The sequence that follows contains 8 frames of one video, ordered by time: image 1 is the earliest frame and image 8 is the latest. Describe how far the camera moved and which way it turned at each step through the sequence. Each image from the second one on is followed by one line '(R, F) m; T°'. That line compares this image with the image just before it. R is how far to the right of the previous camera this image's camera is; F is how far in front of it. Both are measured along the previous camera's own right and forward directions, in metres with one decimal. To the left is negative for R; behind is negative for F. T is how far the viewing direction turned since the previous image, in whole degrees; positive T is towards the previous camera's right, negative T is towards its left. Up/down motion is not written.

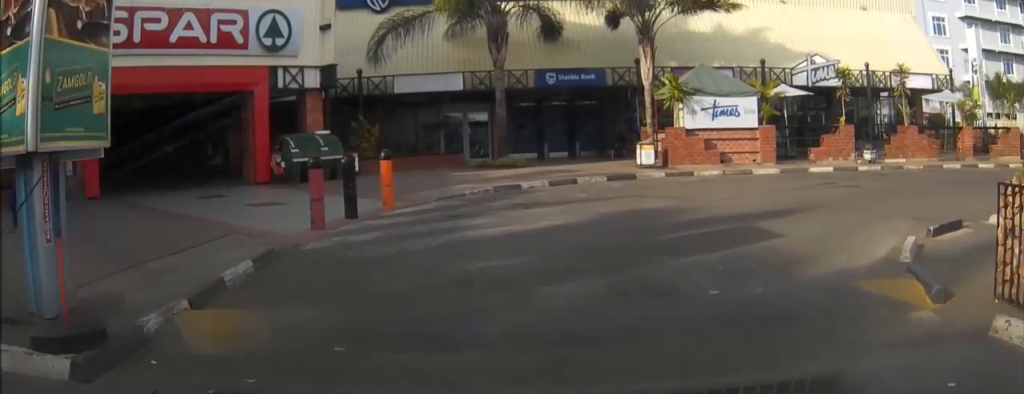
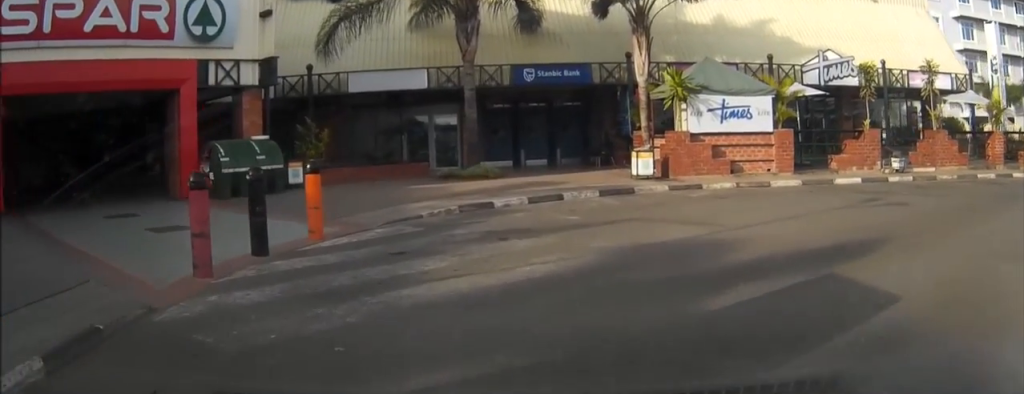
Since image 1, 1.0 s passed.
(0.0, +3.7) m; +4°
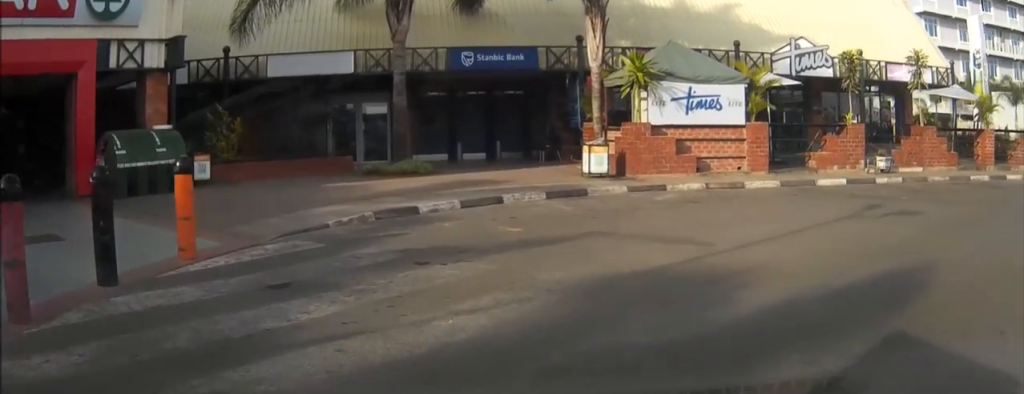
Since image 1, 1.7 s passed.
(+0.1, +2.6) m; +7°
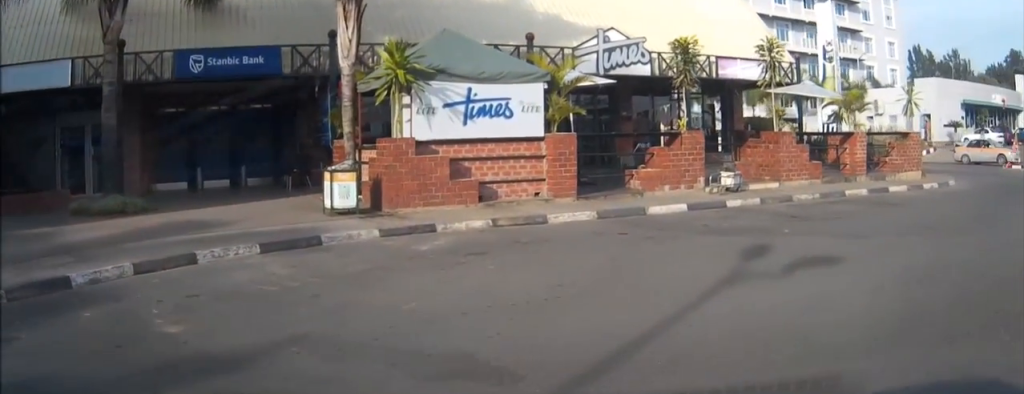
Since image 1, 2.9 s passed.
(+0.6, +4.6) m; +13°
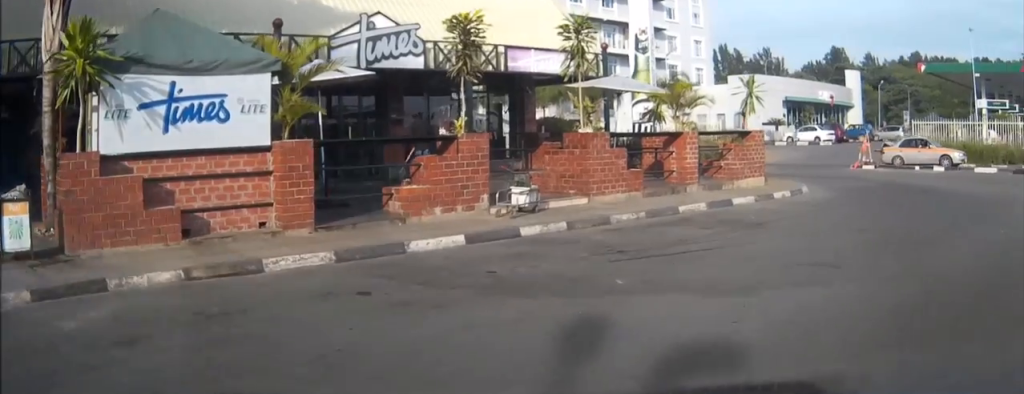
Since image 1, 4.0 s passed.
(+0.3, +3.8) m; +12°
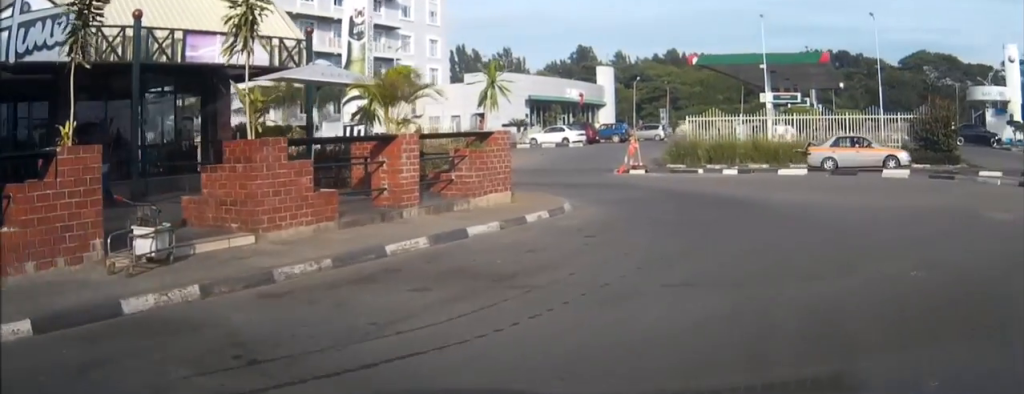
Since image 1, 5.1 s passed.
(+0.6, +4.1) m; +18°
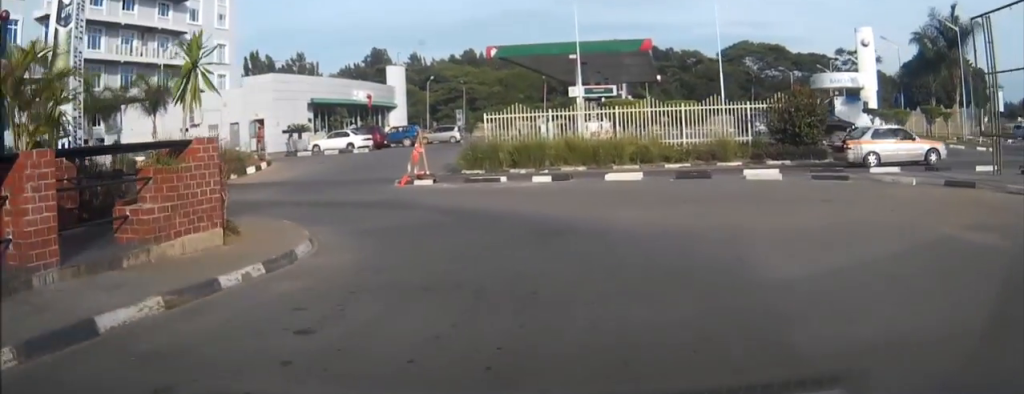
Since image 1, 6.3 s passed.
(+0.8, +4.8) m; +13°
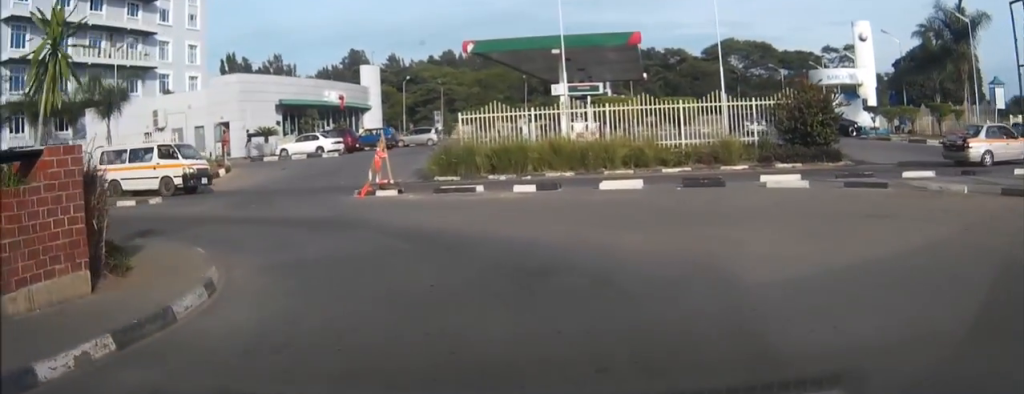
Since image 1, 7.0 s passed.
(+0.1, +2.9) m; +2°
